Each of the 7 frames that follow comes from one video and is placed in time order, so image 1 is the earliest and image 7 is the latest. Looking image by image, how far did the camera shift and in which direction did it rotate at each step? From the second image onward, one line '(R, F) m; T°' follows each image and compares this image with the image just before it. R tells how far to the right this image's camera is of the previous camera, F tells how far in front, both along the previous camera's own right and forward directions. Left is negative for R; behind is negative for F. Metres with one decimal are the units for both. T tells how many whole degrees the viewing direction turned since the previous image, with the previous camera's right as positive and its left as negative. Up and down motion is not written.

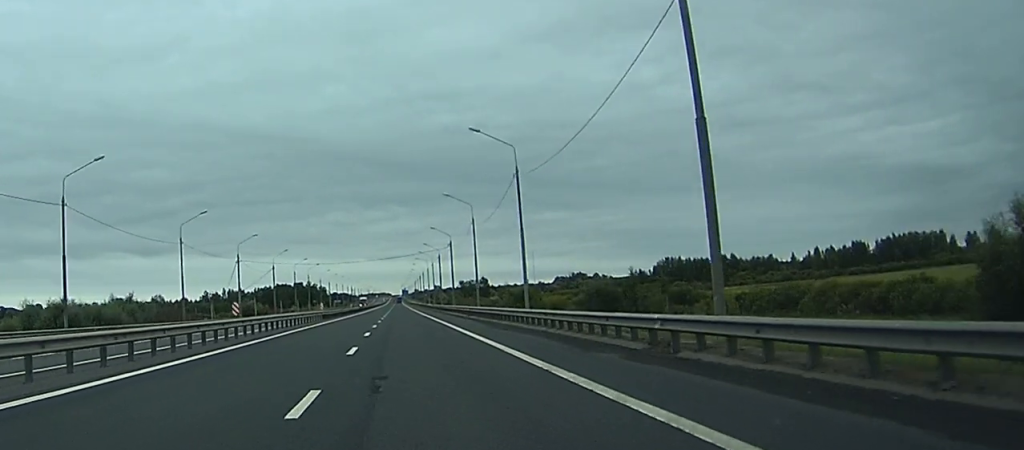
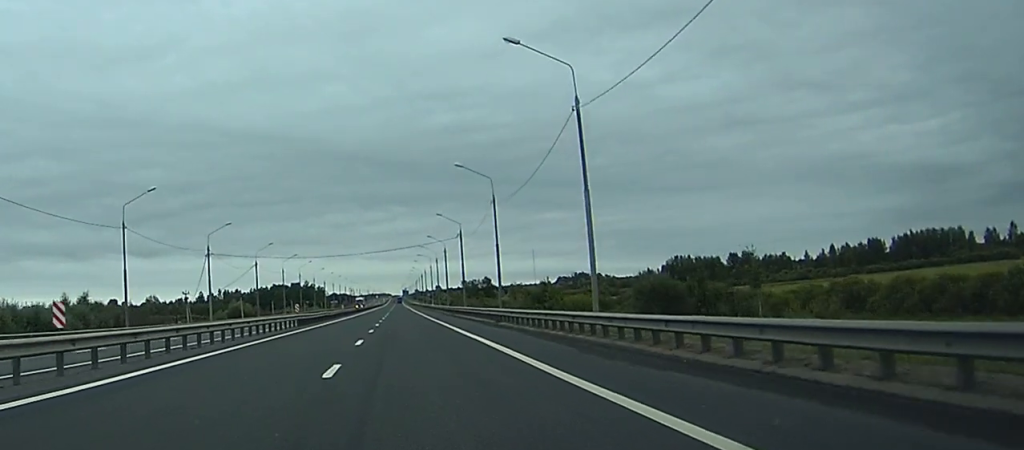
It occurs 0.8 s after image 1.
(0.0, +18.1) m; 0°
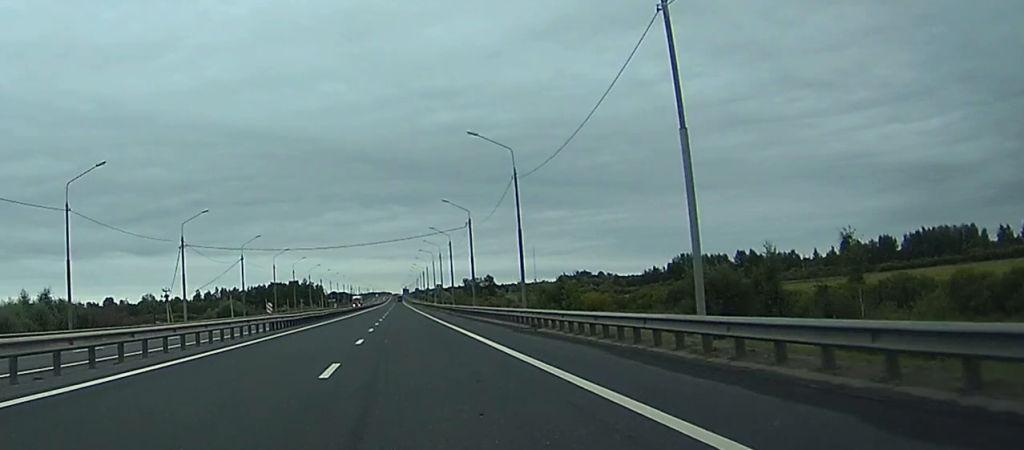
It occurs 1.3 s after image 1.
(0.0, +11.8) m; 0°
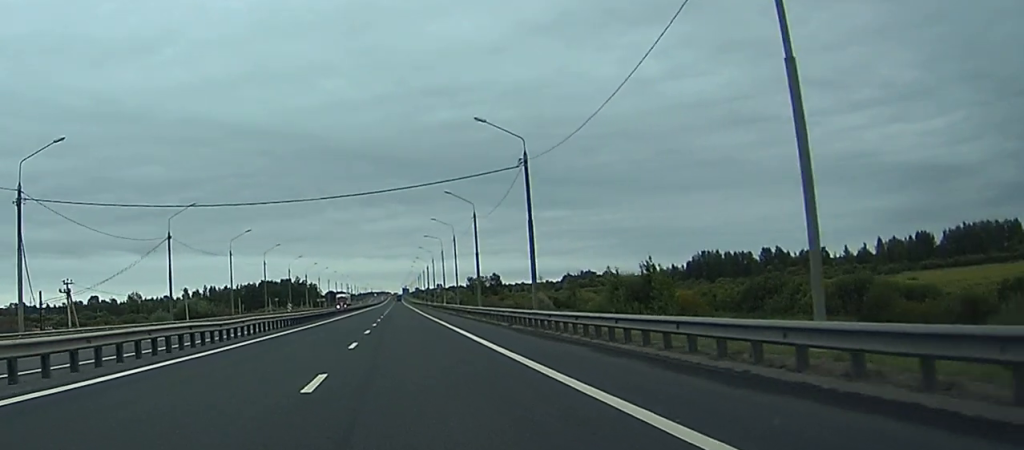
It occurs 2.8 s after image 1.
(-0.3, +37.3) m; -1°
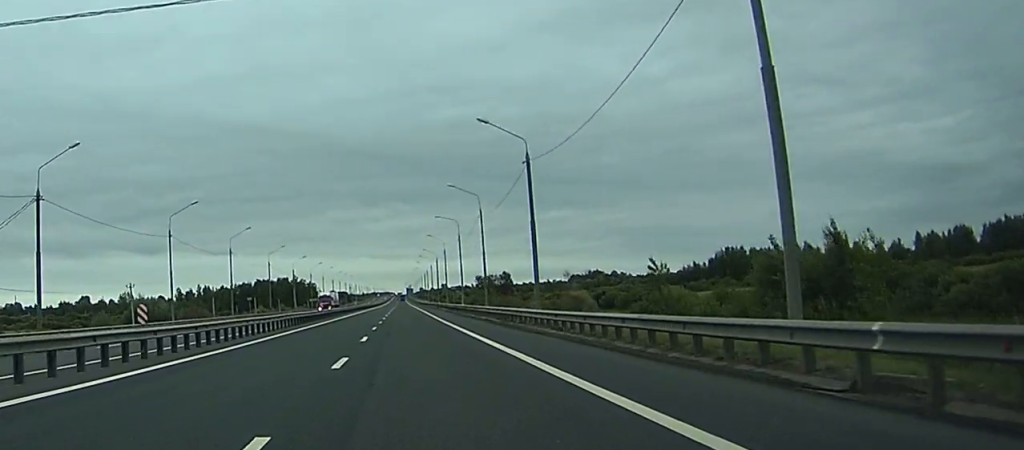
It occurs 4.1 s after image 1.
(-0.1, +30.6) m; 0°
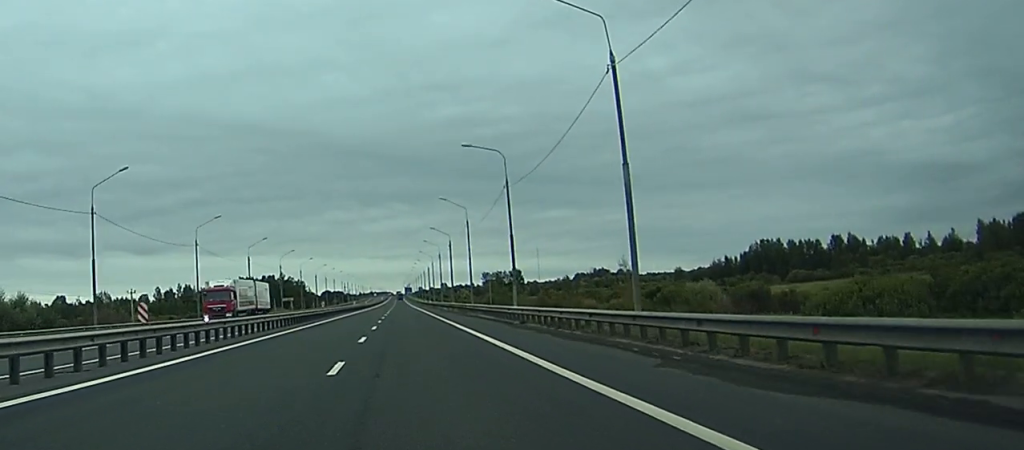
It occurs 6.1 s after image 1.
(+0.7, +48.5) m; +1°
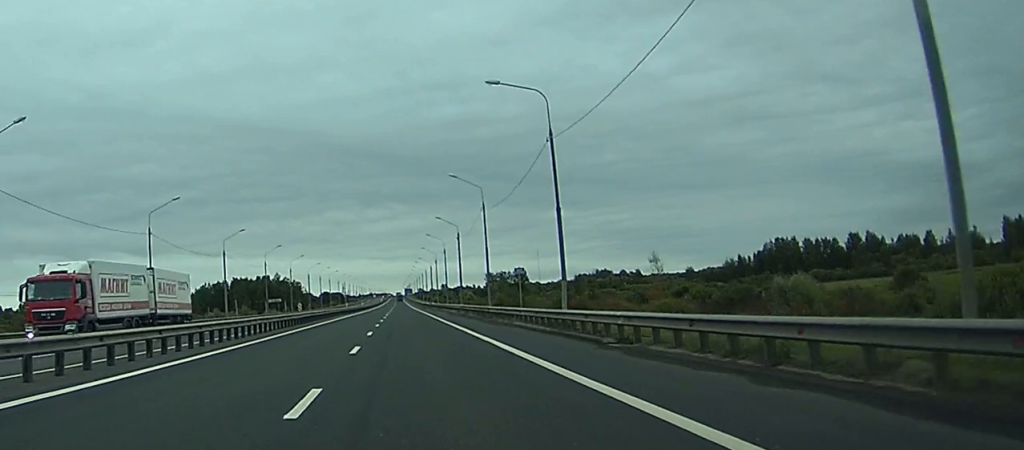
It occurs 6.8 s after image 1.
(-0.1, +17.0) m; 0°
